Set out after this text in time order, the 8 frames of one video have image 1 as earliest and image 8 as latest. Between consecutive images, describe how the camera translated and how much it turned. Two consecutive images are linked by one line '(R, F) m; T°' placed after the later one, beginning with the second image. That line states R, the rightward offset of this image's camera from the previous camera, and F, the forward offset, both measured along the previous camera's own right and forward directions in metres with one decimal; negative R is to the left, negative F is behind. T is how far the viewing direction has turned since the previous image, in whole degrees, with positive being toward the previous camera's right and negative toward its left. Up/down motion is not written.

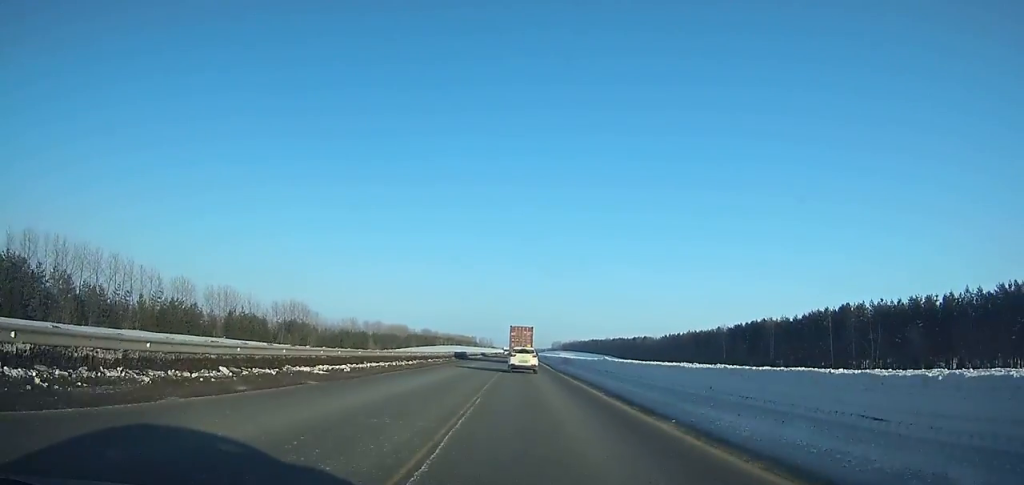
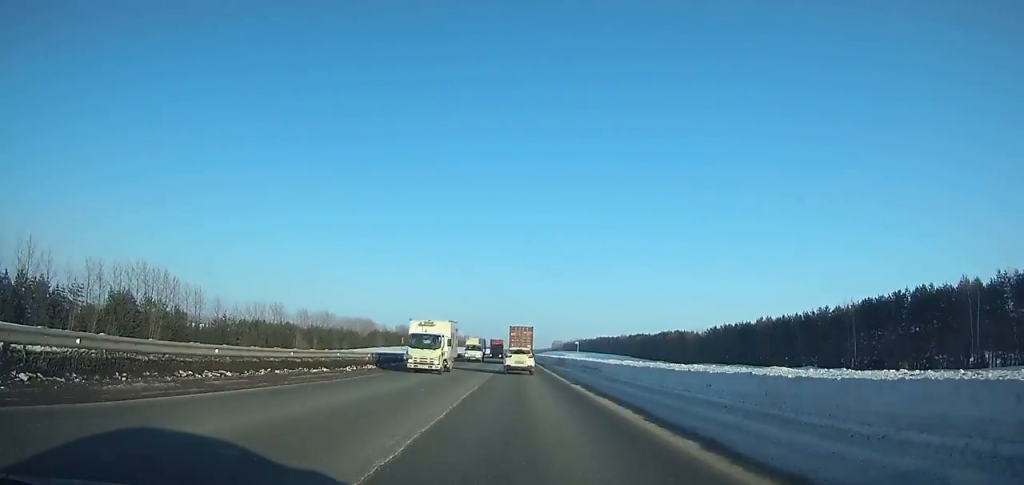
(+0.3, +83.0) m; 0°
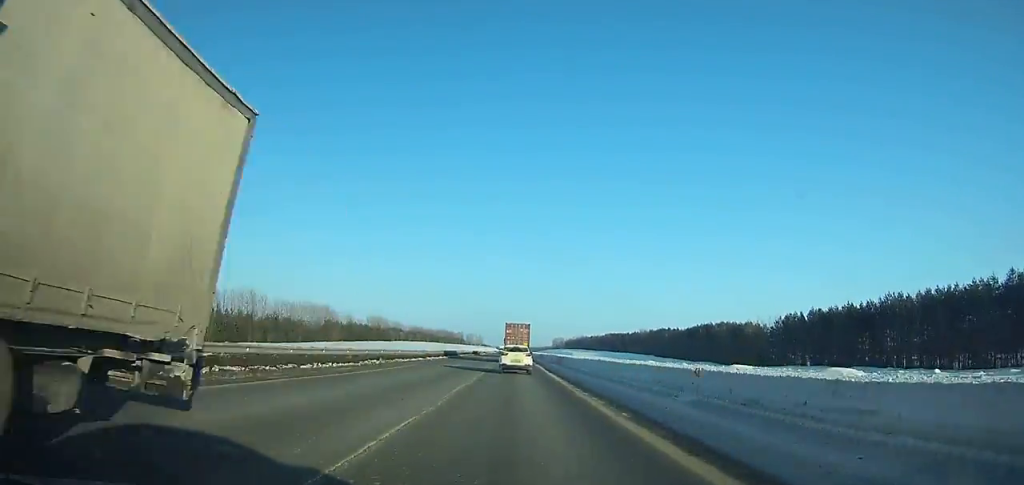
(+0.1, +65.2) m; 0°
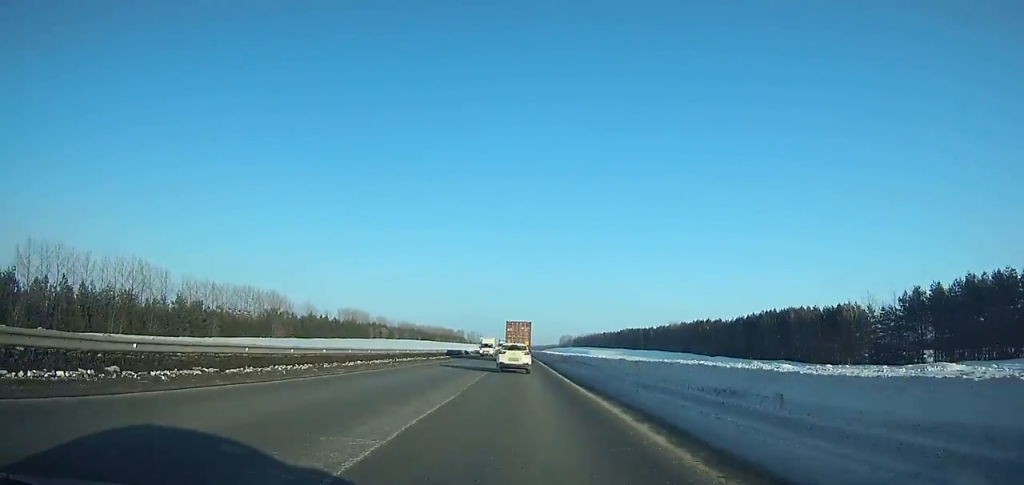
(-0.2, +55.8) m; 0°
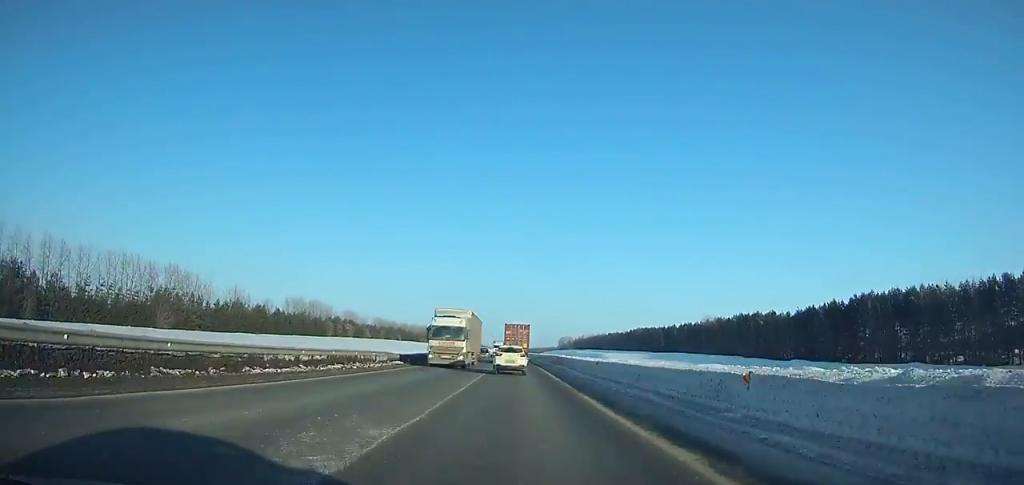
(0.0, +55.2) m; 0°
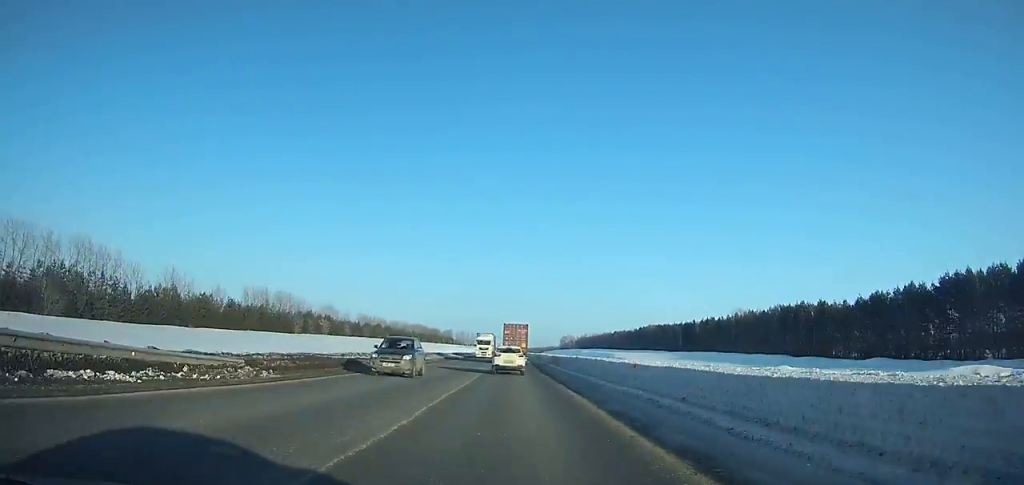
(+0.1, +31.8) m; 0°
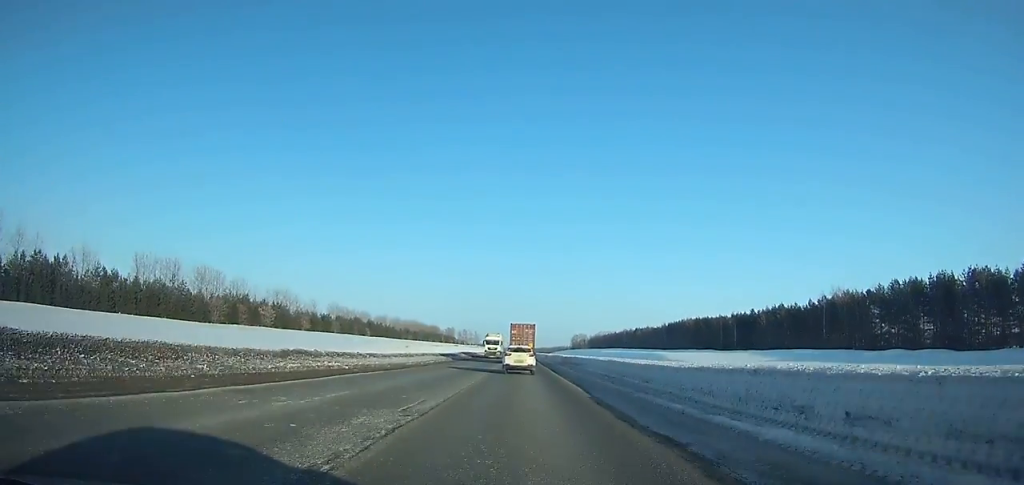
(0.0, +54.7) m; 0°
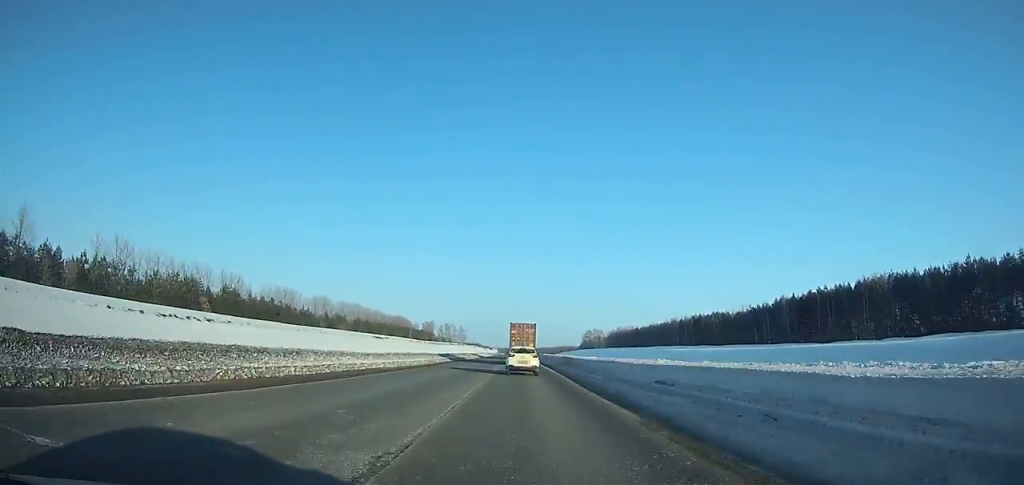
(-0.1, +135.3) m; 0°
